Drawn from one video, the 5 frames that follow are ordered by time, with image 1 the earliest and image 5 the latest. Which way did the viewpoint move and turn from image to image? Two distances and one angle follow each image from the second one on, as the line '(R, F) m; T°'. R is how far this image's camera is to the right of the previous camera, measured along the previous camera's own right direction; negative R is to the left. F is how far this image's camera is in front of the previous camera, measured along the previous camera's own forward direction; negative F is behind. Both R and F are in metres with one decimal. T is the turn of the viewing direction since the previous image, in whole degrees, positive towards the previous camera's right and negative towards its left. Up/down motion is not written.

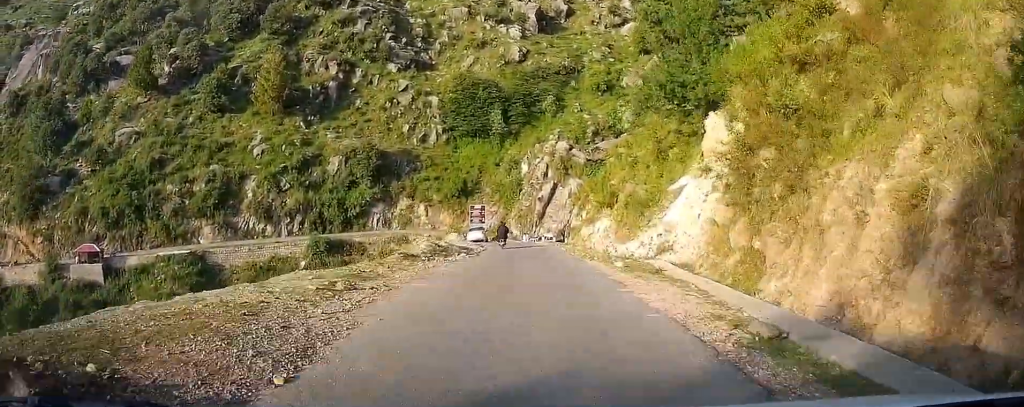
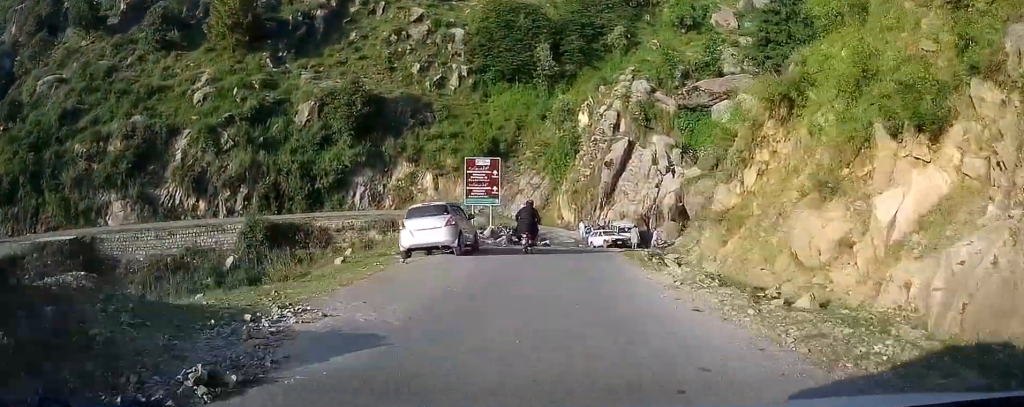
(-3.6, +36.1) m; -8°
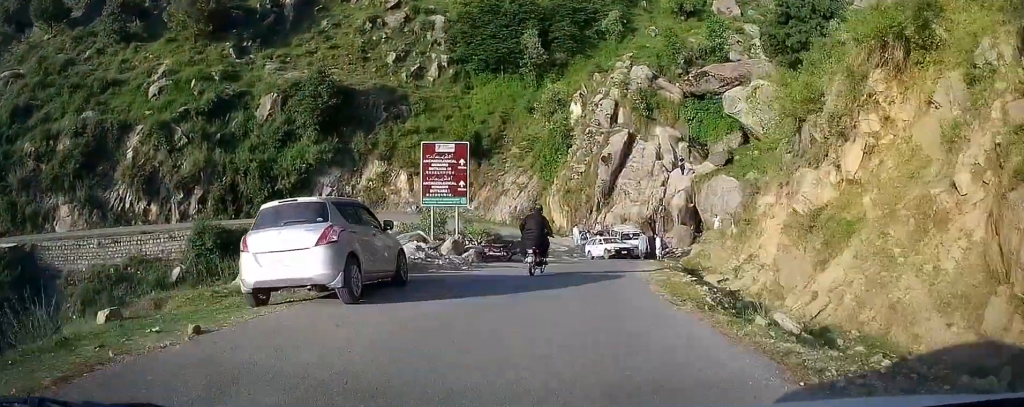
(-0.6, +10.0) m; +1°
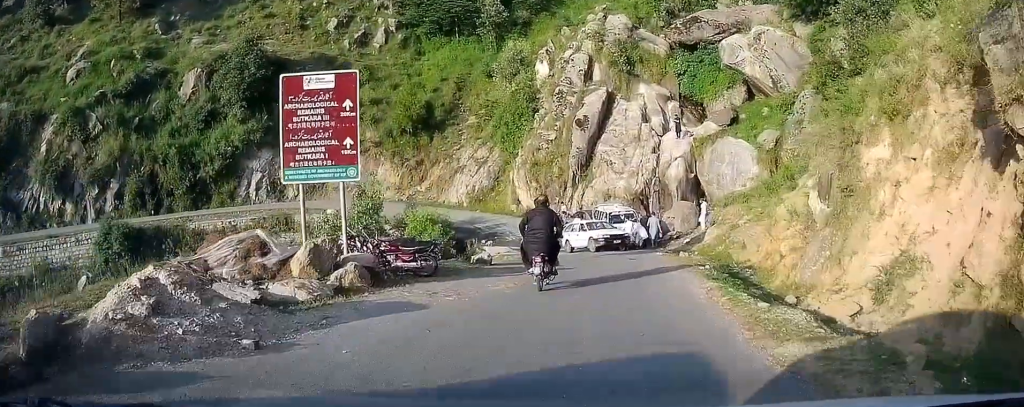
(+0.8, +15.7) m; +4°
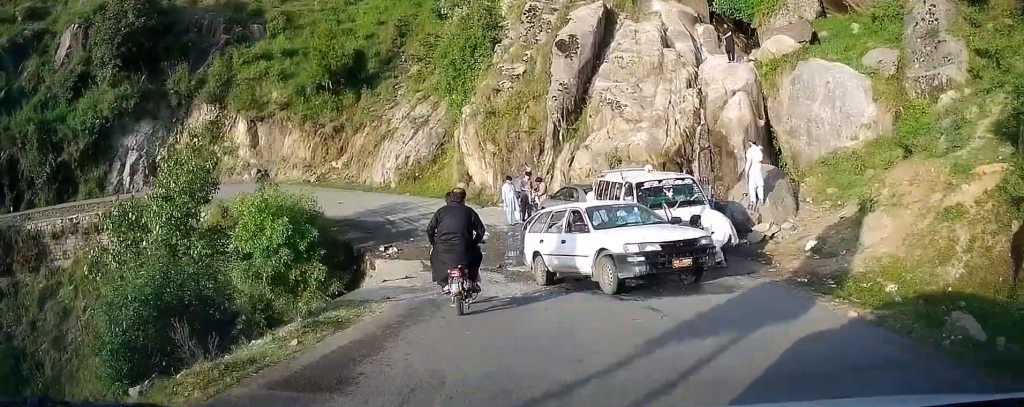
(+0.8, +17.0) m; +1°
